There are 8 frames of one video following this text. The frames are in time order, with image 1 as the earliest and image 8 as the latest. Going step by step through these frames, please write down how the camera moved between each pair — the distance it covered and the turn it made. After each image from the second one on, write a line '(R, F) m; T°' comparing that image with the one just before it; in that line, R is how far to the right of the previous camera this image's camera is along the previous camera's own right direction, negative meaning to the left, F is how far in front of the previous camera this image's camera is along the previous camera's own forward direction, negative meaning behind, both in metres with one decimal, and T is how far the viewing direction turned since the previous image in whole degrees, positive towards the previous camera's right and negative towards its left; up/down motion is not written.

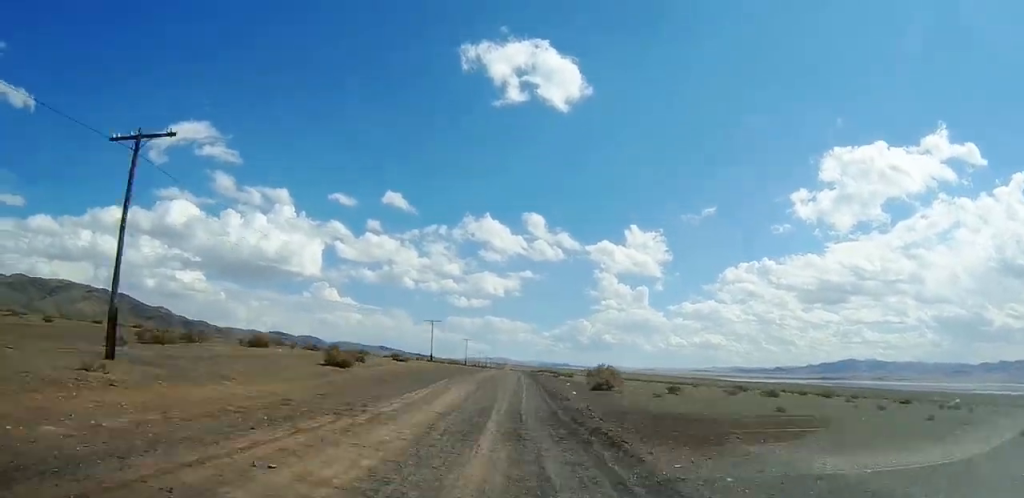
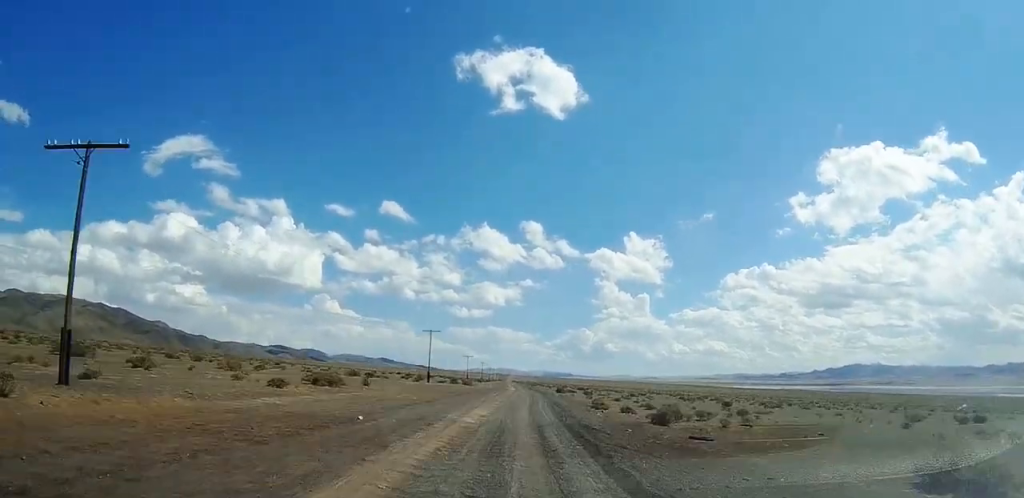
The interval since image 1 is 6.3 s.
(+0.2, +73.8) m; 0°
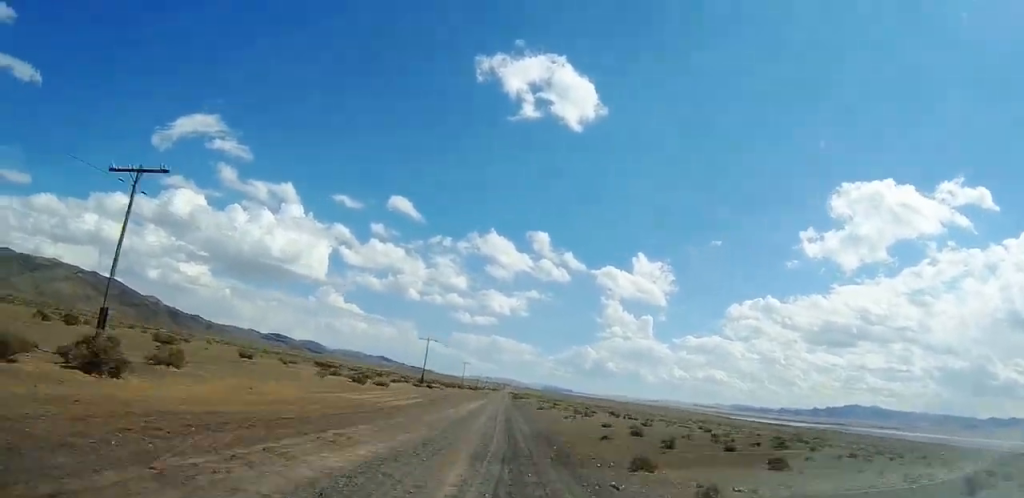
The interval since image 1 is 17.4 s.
(-1.3, +123.8) m; -1°
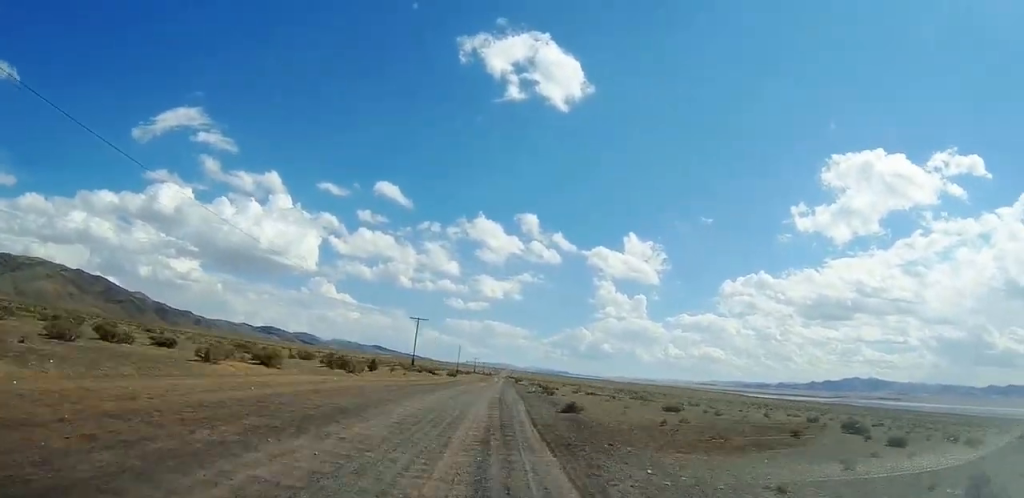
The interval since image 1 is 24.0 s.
(+0.2, +83.5) m; 0°
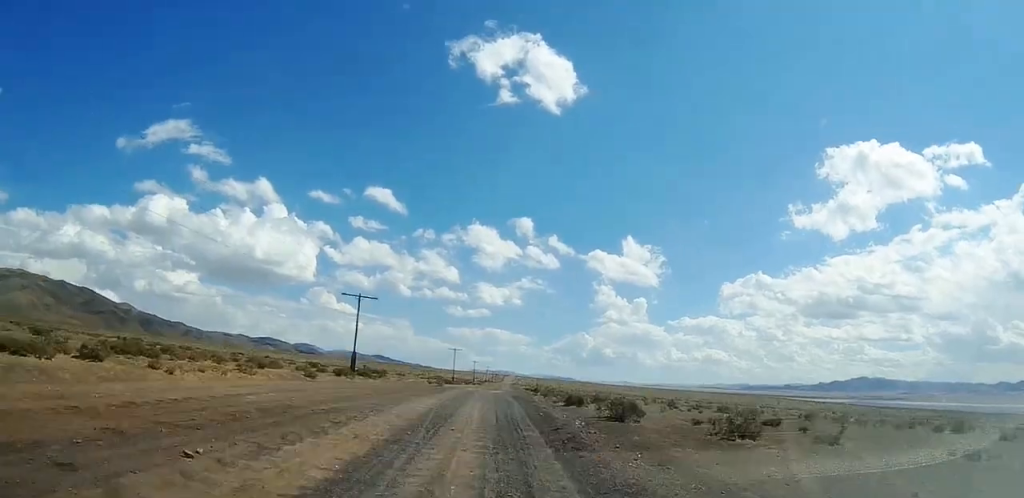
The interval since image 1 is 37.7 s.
(-0.5, +170.8) m; 0°
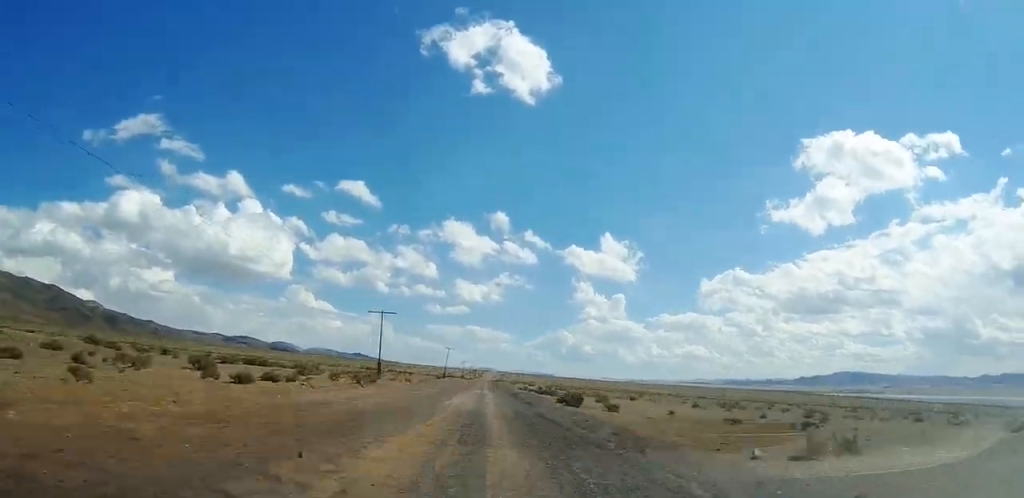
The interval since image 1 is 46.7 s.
(+0.8, +113.5) m; 0°
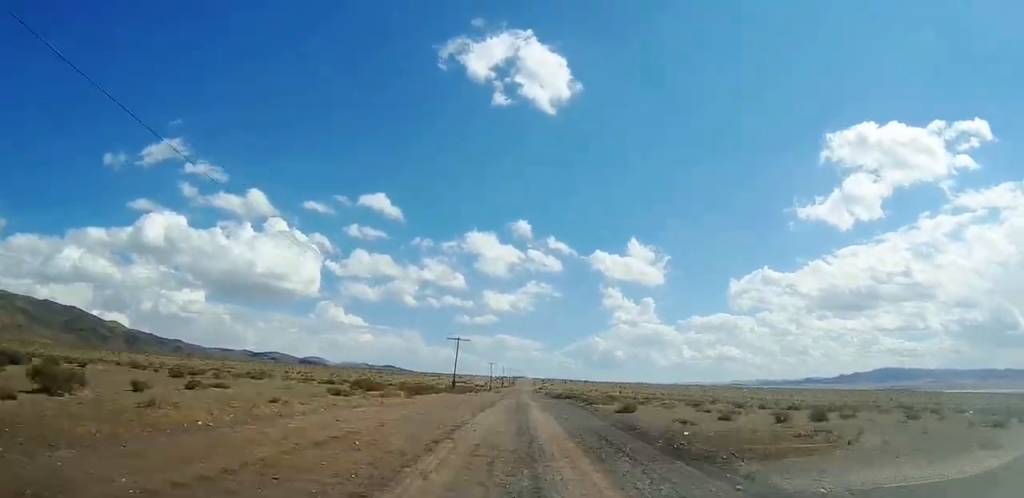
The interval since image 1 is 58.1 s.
(-0.5, +137.3) m; 0°
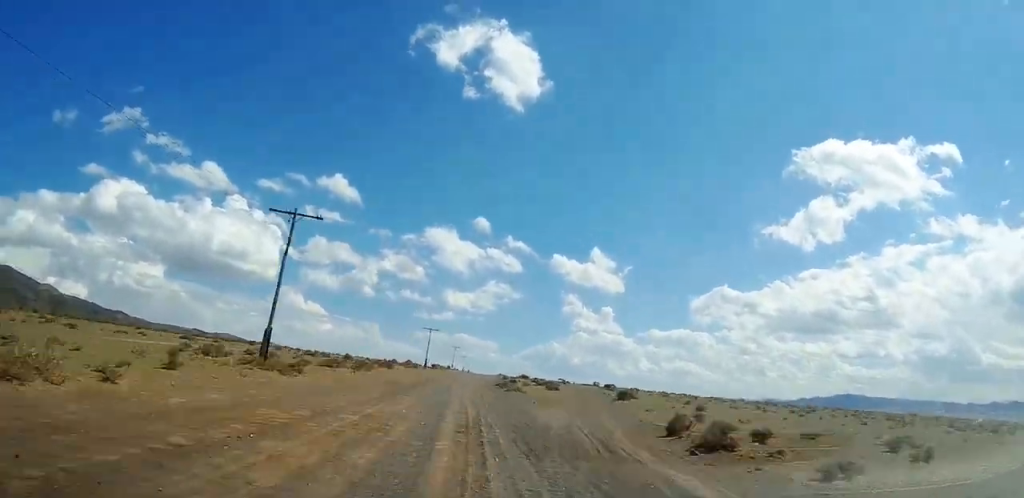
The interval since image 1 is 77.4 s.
(+13.1, +230.4) m; +1°
